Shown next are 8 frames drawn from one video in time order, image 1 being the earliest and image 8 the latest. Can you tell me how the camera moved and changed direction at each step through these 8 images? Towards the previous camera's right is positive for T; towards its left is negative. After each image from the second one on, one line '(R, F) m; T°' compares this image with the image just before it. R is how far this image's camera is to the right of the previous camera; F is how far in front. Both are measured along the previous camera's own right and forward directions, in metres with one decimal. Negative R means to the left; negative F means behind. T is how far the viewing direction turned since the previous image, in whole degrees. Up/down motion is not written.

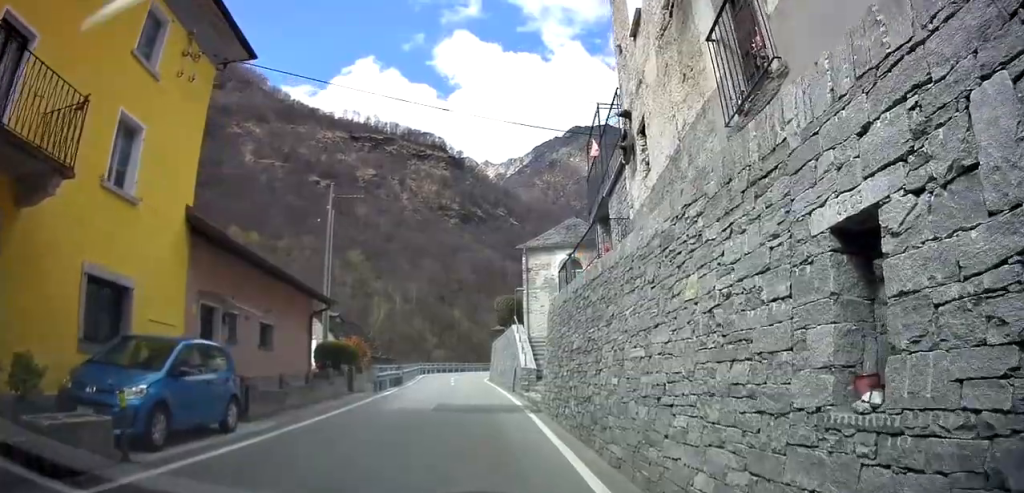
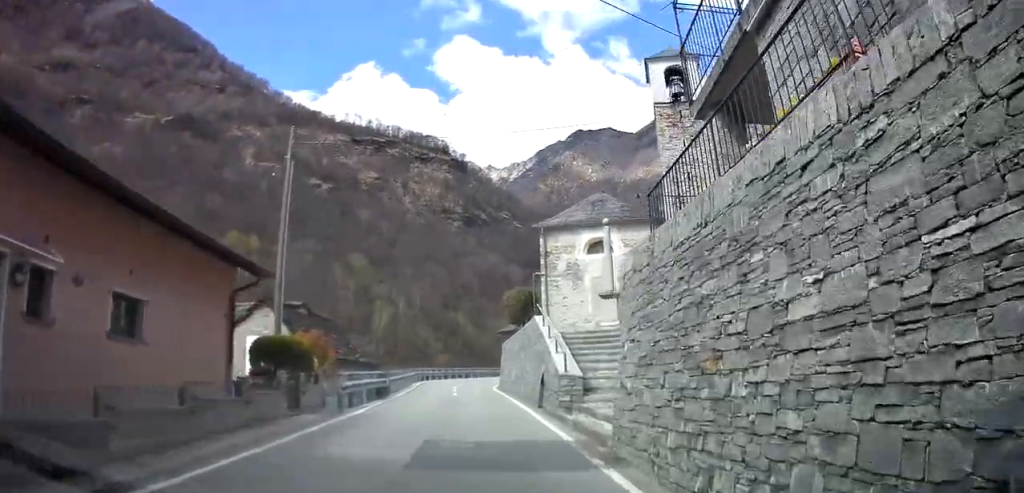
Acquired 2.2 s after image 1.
(-0.4, +6.8) m; -2°
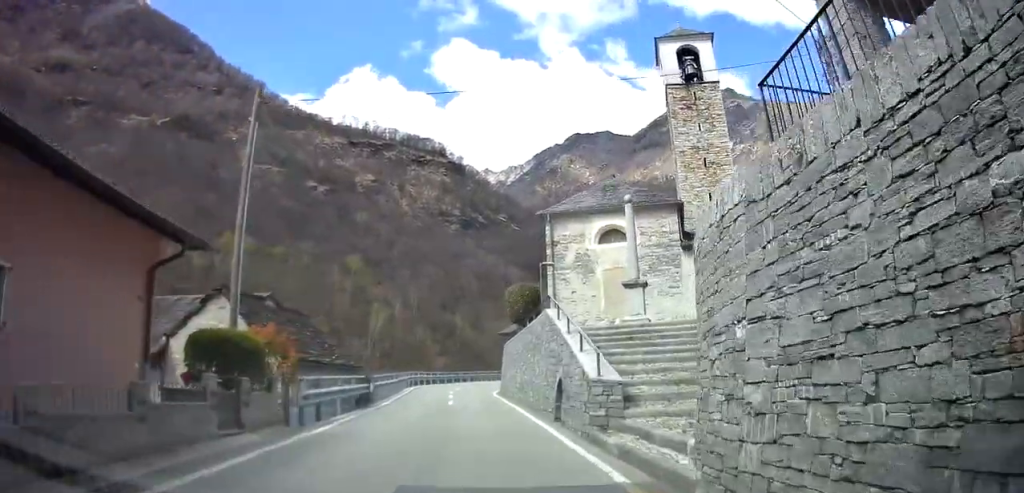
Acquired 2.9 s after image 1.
(+0.1, +3.3) m; +1°
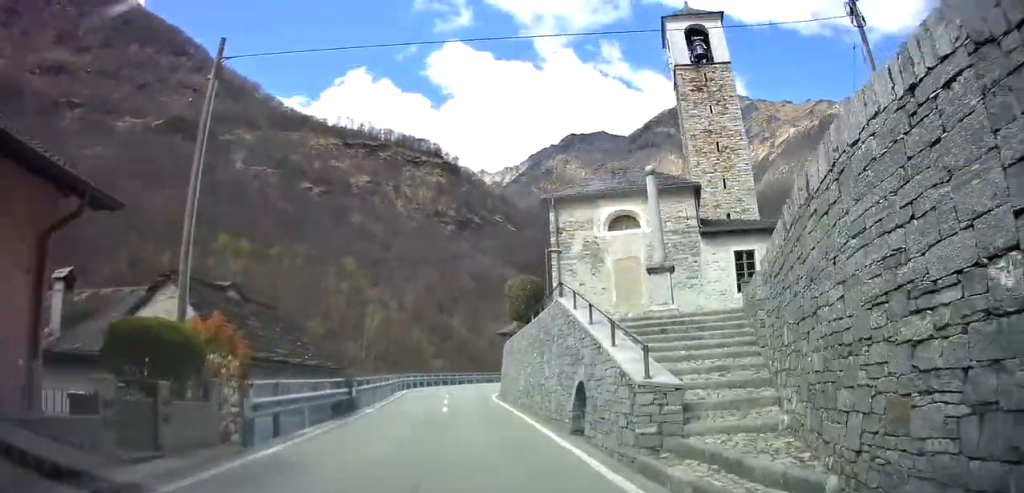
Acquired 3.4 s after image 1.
(+0.1, +2.3) m; 0°
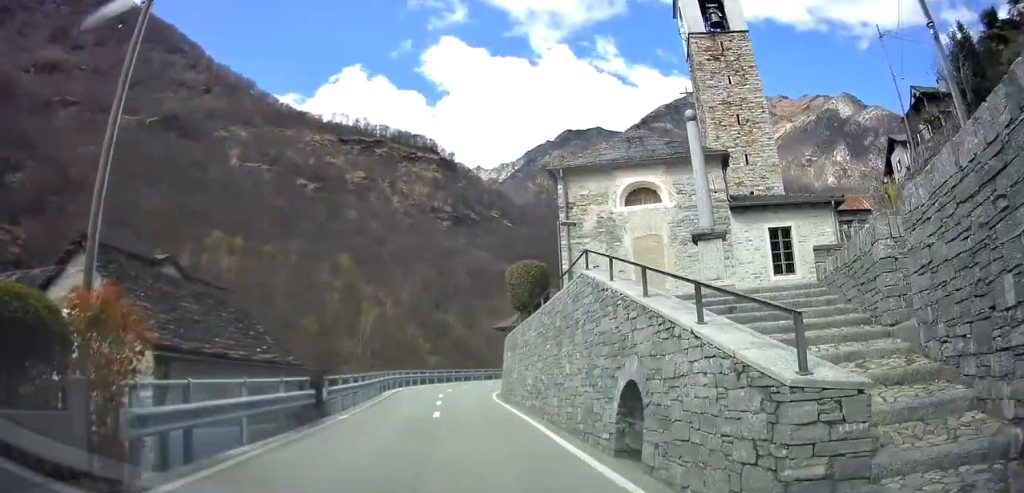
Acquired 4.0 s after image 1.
(-0.1, +3.3) m; -1°
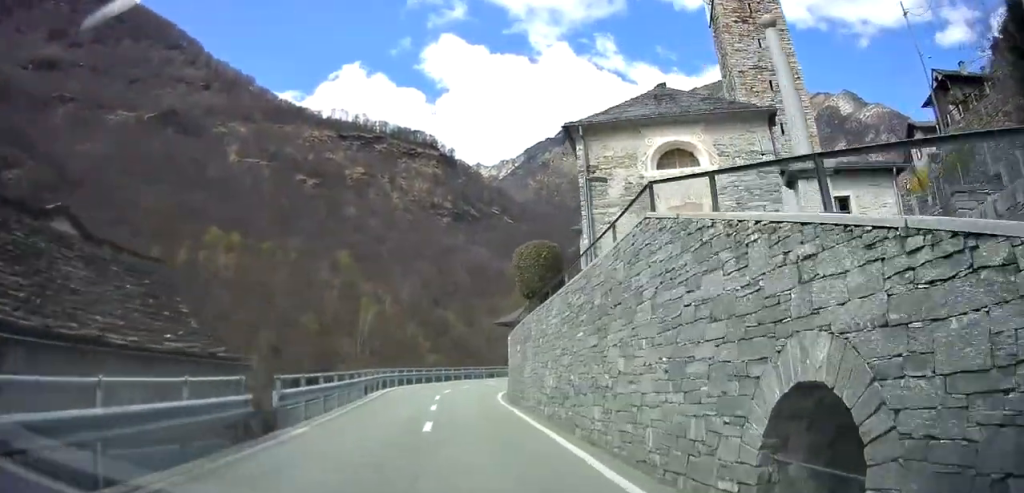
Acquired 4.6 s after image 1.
(0.0, +3.5) m; 0°
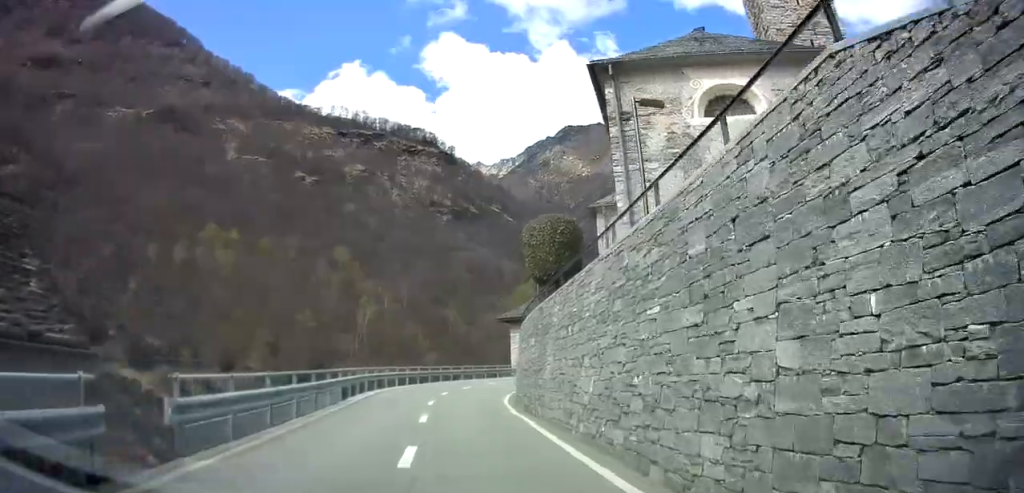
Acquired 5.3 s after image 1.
(0.0, +3.9) m; 0°
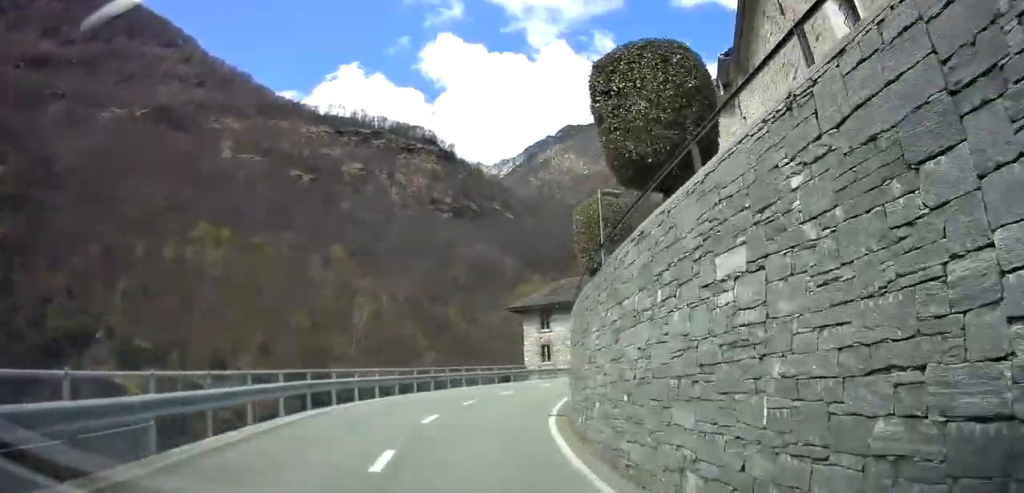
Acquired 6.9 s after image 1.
(-0.2, +11.2) m; +1°
